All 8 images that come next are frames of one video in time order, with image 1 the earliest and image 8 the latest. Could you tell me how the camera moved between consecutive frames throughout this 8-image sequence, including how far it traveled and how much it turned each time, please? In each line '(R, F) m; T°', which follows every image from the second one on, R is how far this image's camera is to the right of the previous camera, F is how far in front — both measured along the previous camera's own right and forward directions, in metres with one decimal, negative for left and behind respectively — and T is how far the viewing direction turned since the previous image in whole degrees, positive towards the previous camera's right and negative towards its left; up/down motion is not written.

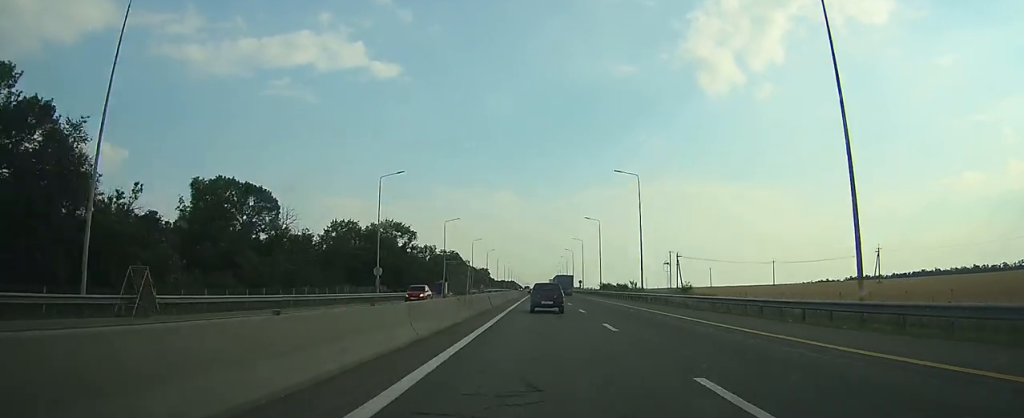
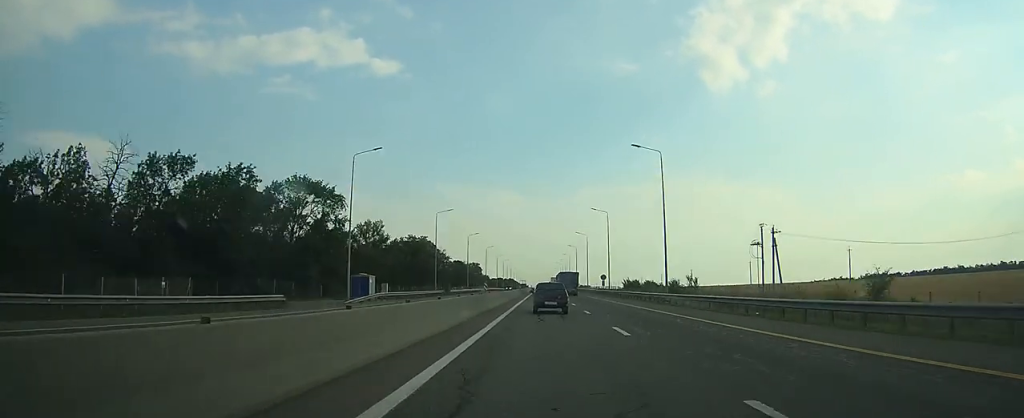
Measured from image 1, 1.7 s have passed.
(-0.1, +50.0) m; 0°
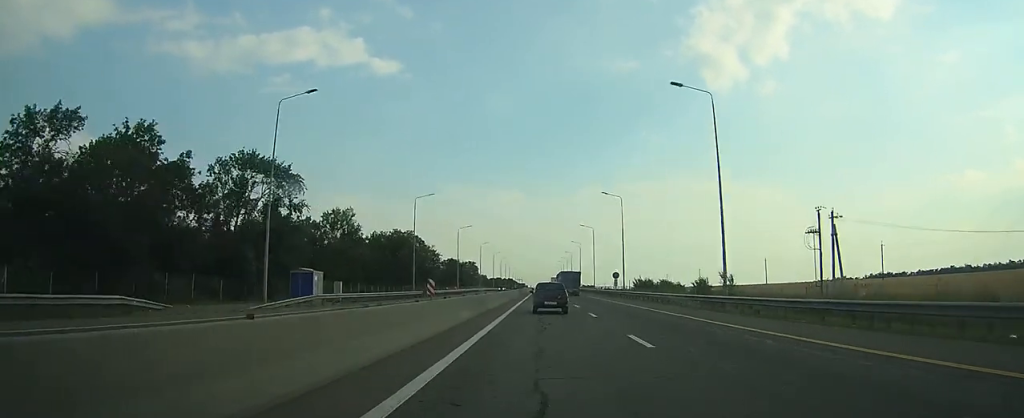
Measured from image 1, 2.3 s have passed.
(0.0, +15.4) m; 0°
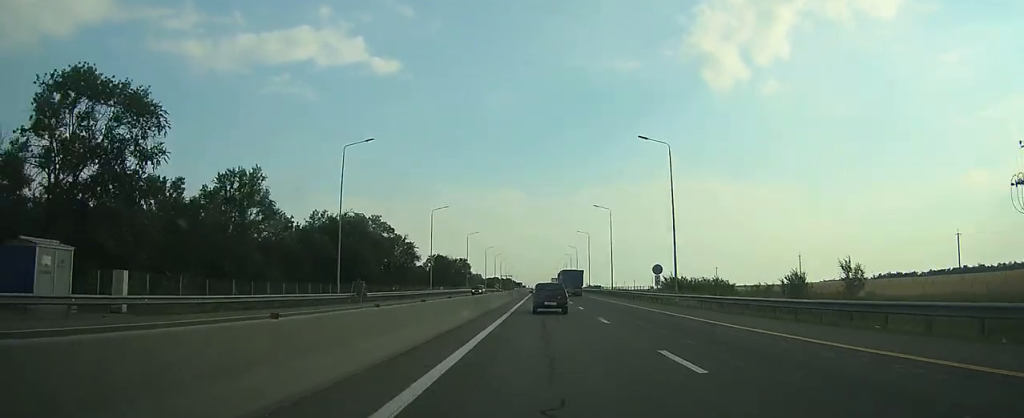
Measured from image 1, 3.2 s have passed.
(-0.1, +27.9) m; 0°
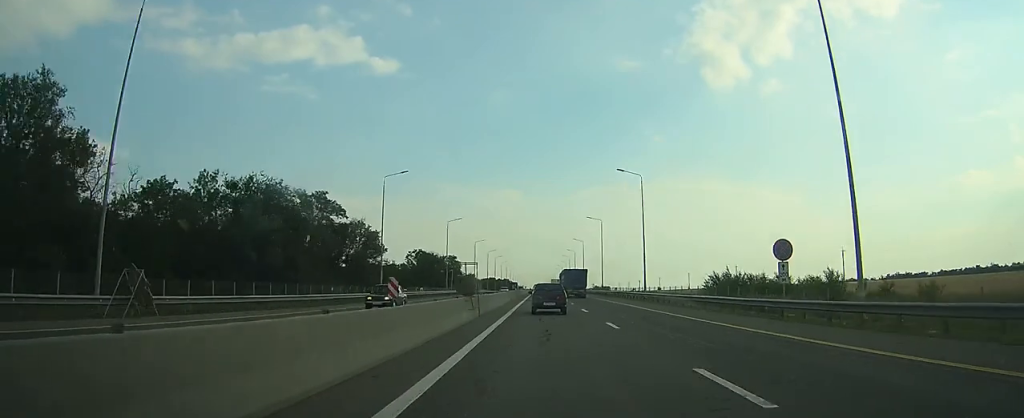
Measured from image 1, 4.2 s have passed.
(0.0, +26.8) m; 0°
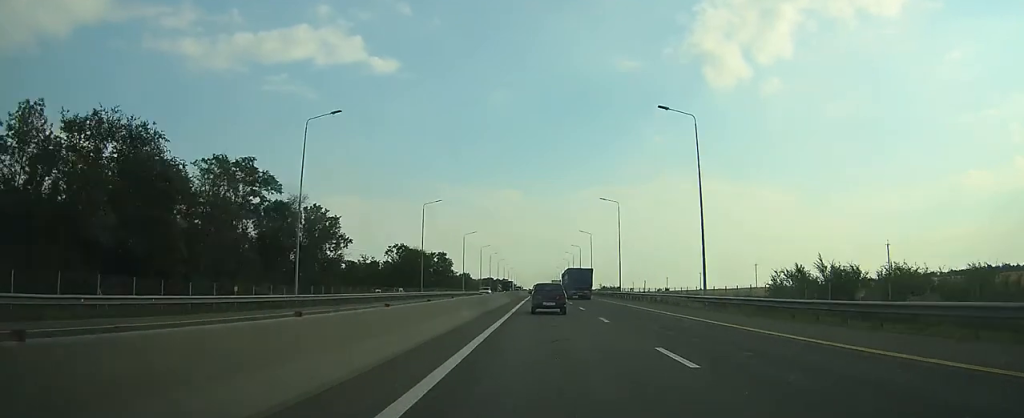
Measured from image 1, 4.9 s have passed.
(0.0, +21.0) m; 0°
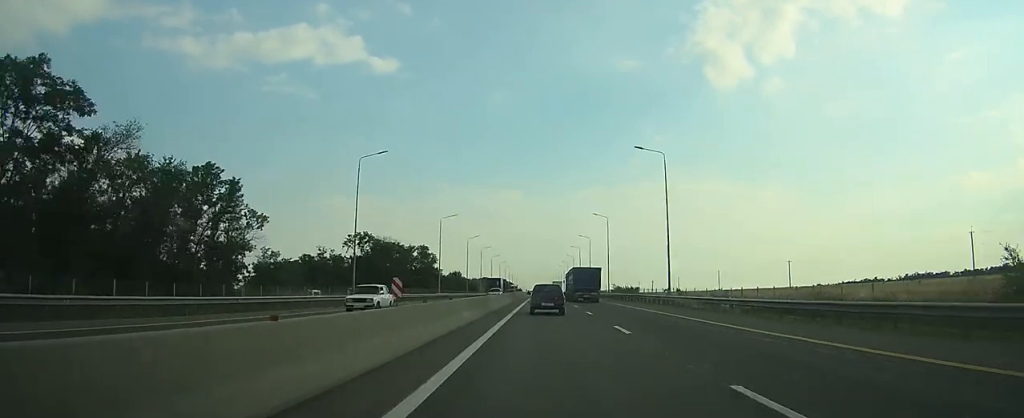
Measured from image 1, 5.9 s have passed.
(0.0, +28.6) m; 0°
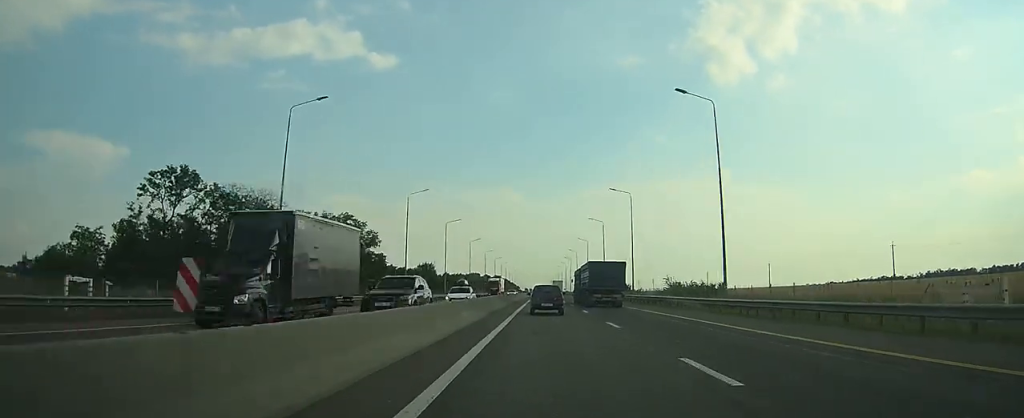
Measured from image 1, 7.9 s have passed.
(+0.1, +56.7) m; 0°
